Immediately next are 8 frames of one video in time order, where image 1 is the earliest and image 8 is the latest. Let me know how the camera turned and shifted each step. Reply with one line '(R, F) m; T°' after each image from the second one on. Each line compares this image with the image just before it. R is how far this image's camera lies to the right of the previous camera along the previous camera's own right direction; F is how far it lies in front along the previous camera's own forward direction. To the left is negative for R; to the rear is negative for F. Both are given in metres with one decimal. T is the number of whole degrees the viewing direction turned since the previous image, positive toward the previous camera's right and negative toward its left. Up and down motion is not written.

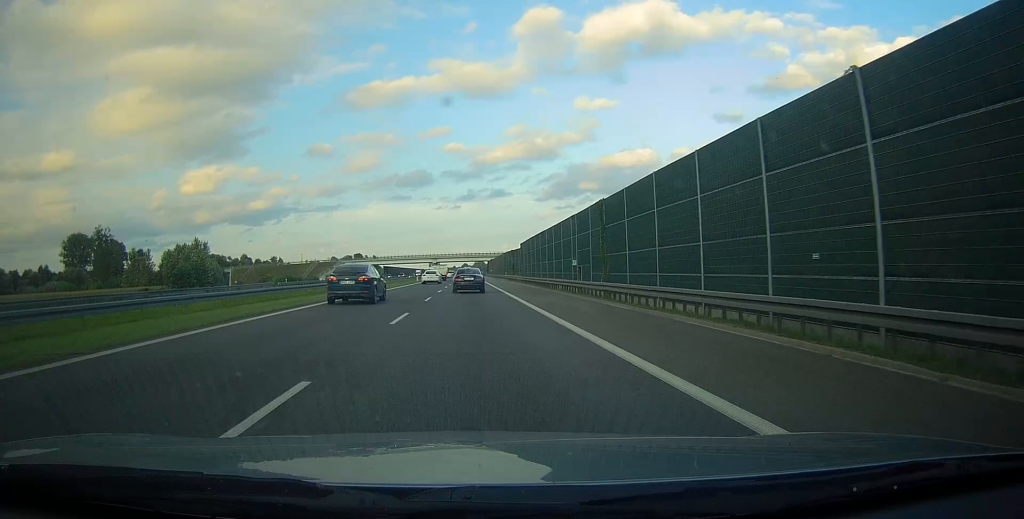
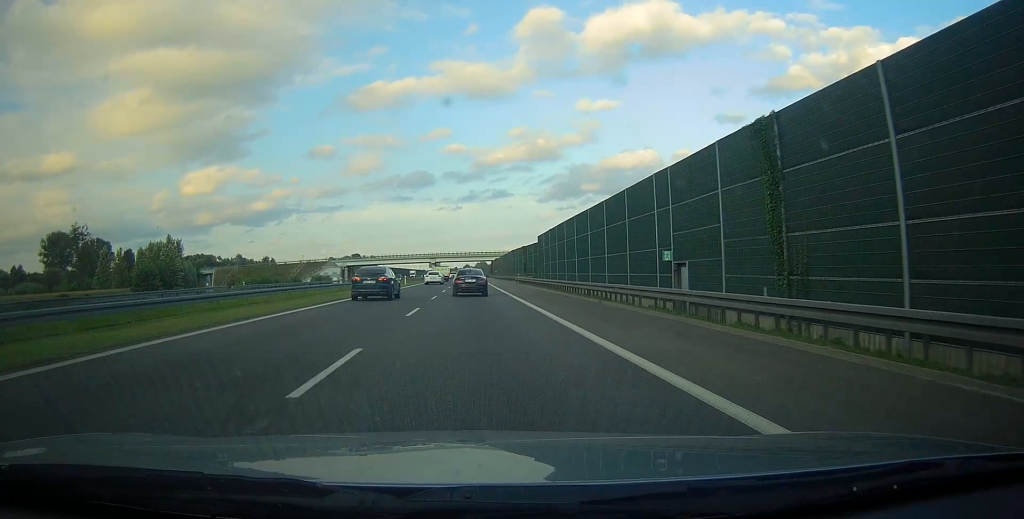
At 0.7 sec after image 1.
(0.0, +20.8) m; 0°
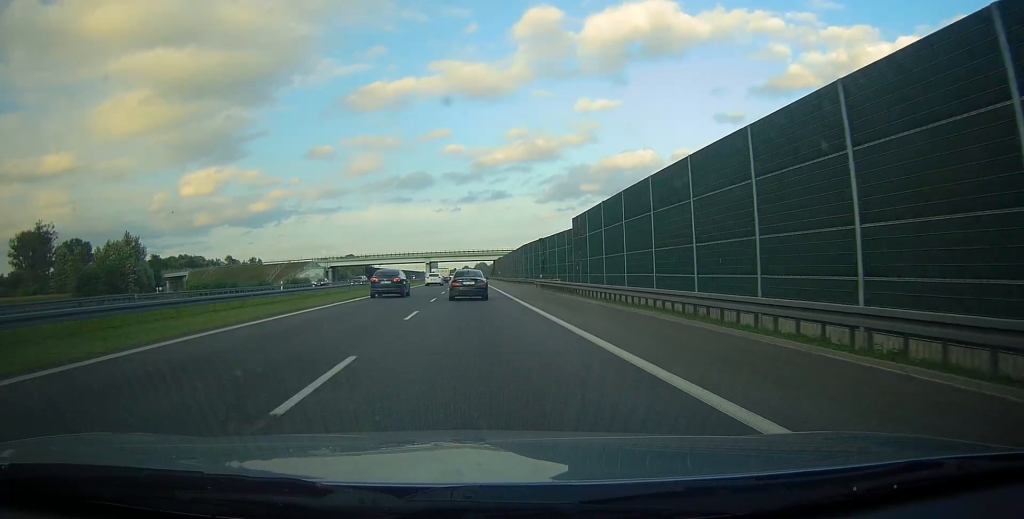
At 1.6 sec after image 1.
(0.0, +24.7) m; 0°
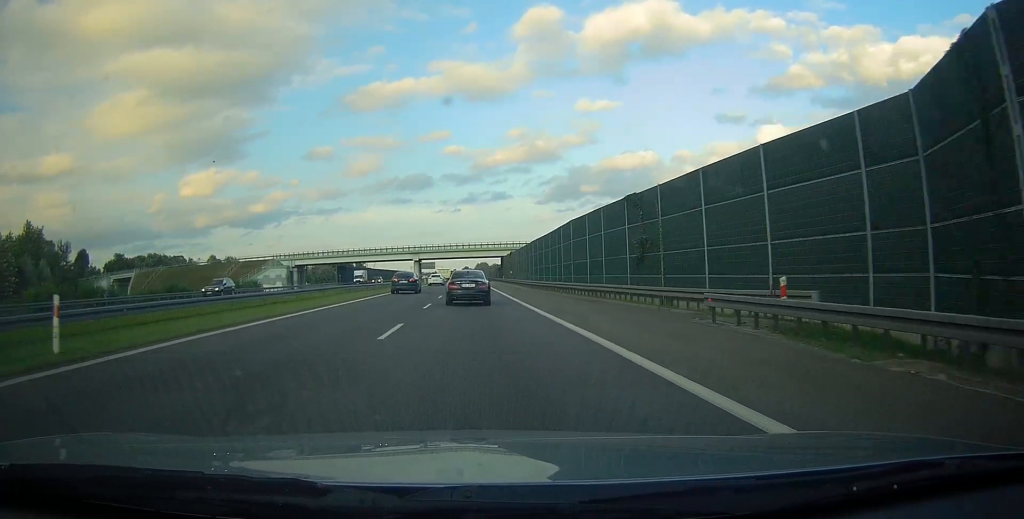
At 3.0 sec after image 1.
(+0.1, +41.0) m; 0°
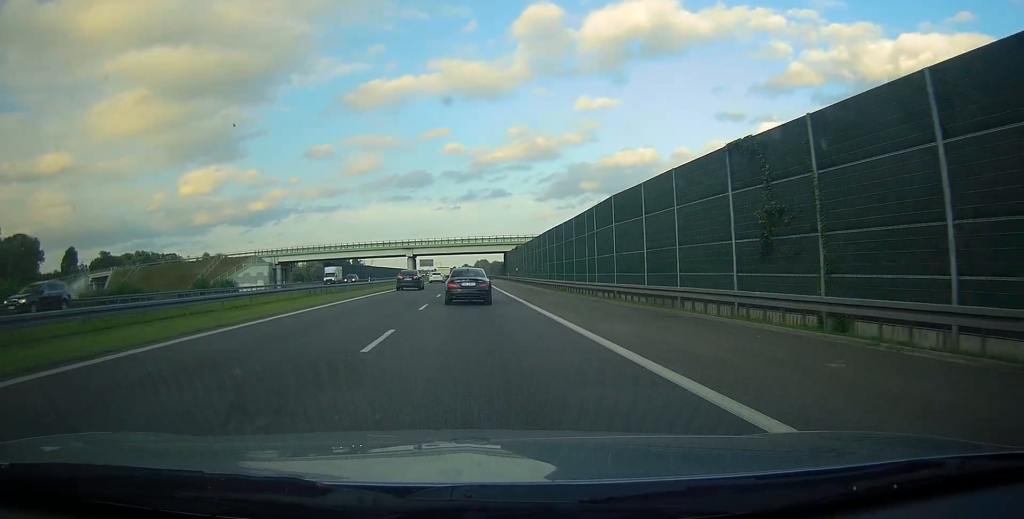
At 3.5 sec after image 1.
(0.0, +14.0) m; 0°
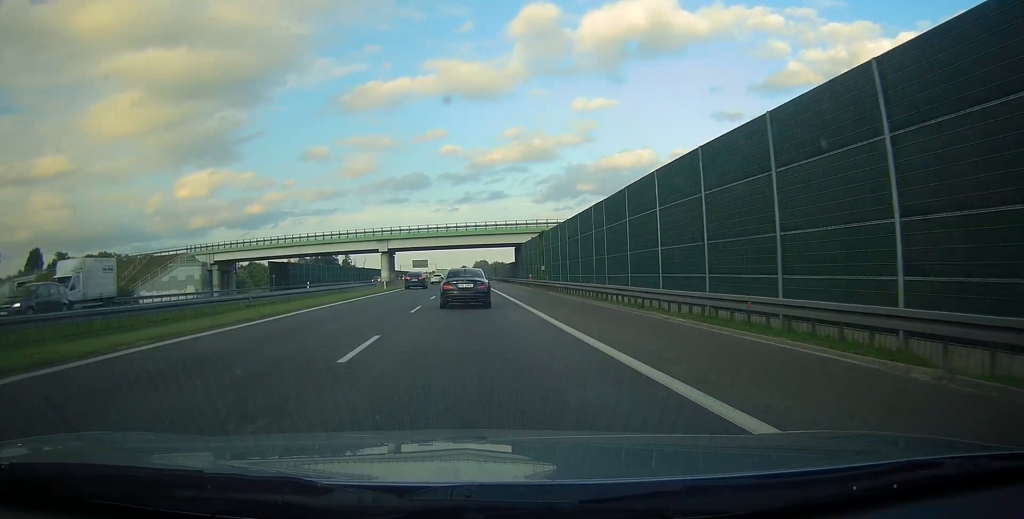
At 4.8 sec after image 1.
(-0.1, +37.1) m; 0°
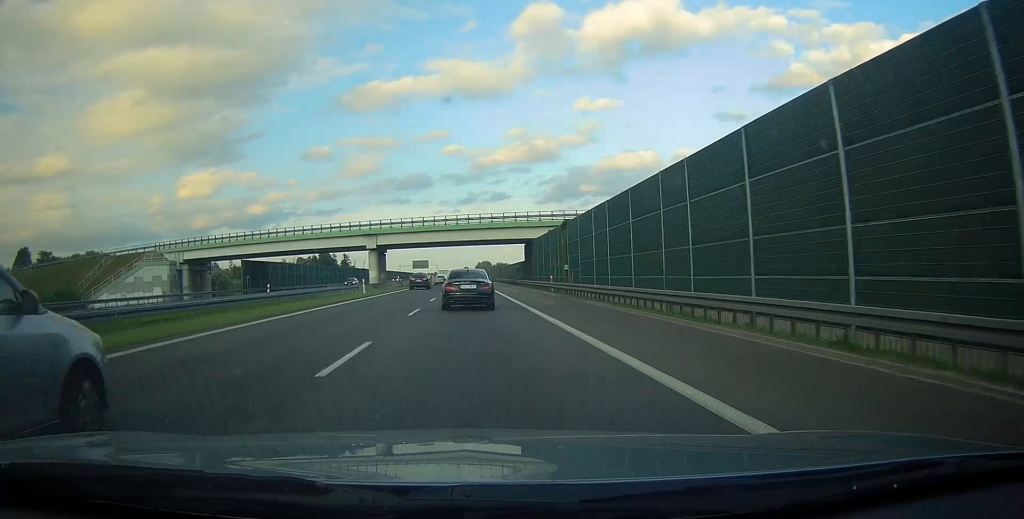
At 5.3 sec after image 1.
(+0.1, +13.3) m; 0°
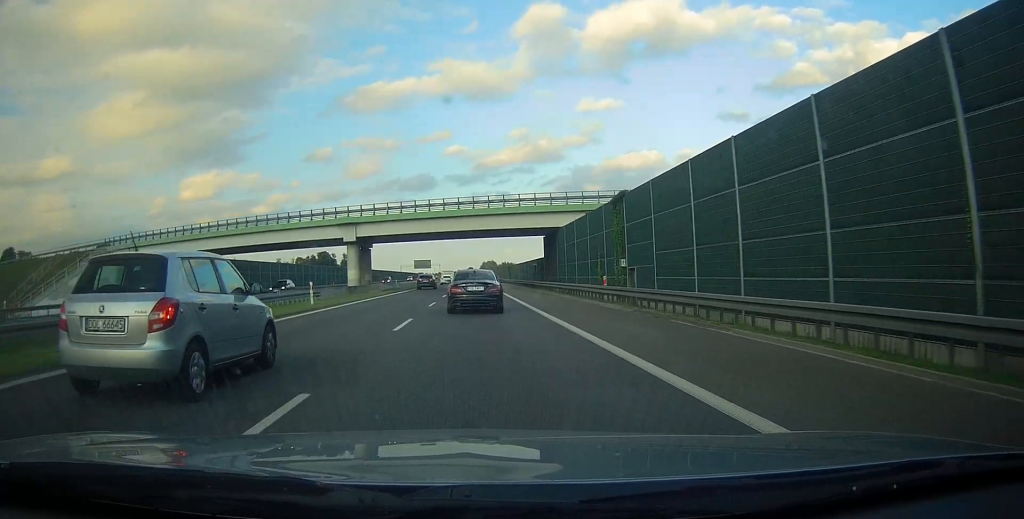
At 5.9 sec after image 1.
(-0.1, +16.9) m; 0°
